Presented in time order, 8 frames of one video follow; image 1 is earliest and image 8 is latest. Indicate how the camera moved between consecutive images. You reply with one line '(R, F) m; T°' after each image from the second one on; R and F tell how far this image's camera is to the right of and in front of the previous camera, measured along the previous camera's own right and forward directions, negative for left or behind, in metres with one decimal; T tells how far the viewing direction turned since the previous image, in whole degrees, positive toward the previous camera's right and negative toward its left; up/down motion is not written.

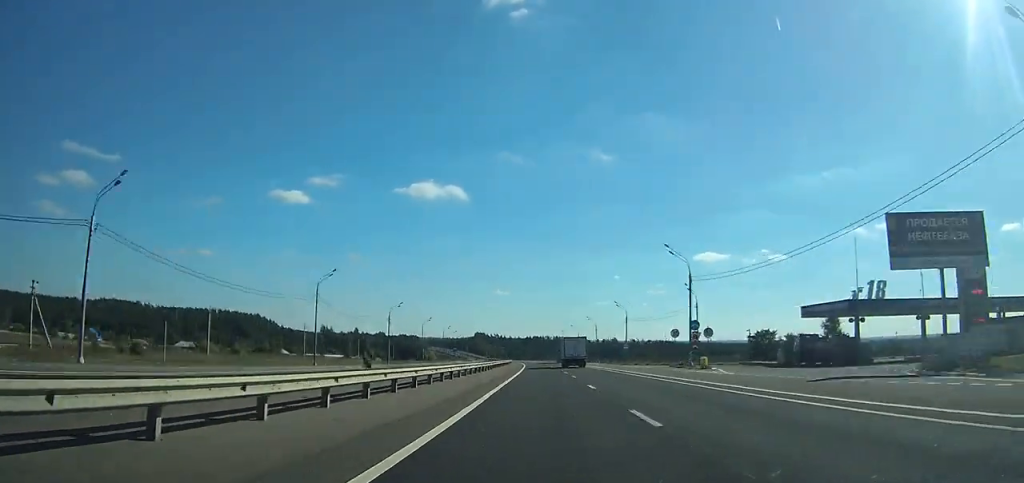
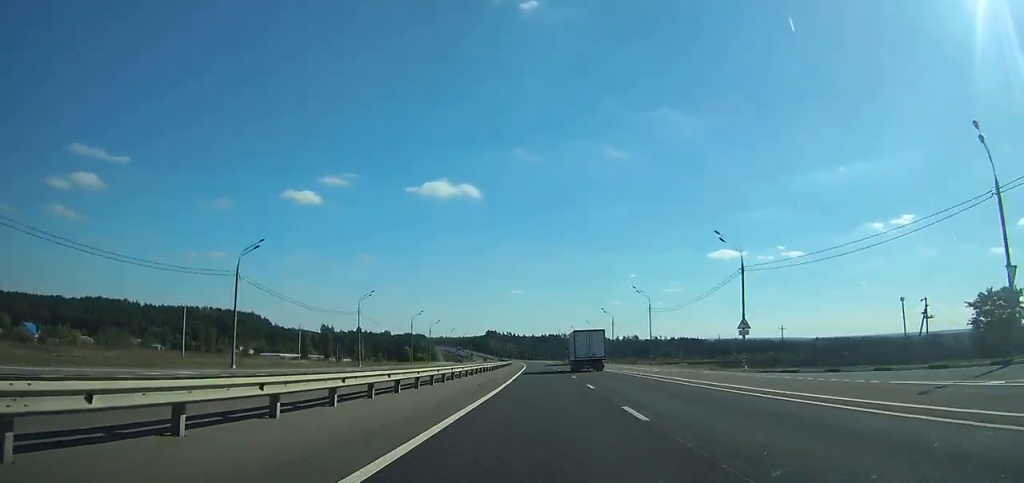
(-1.0, +59.2) m; -2°
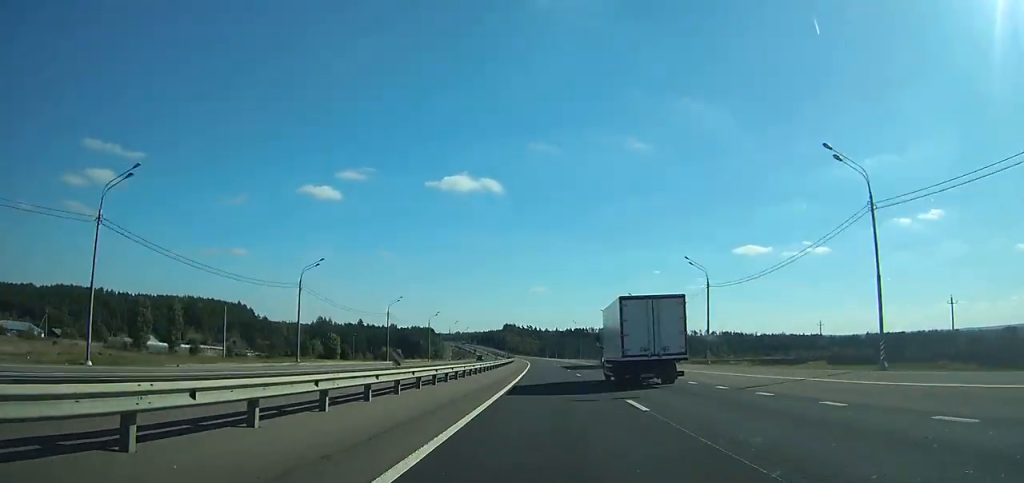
(-1.9, +93.2) m; -2°
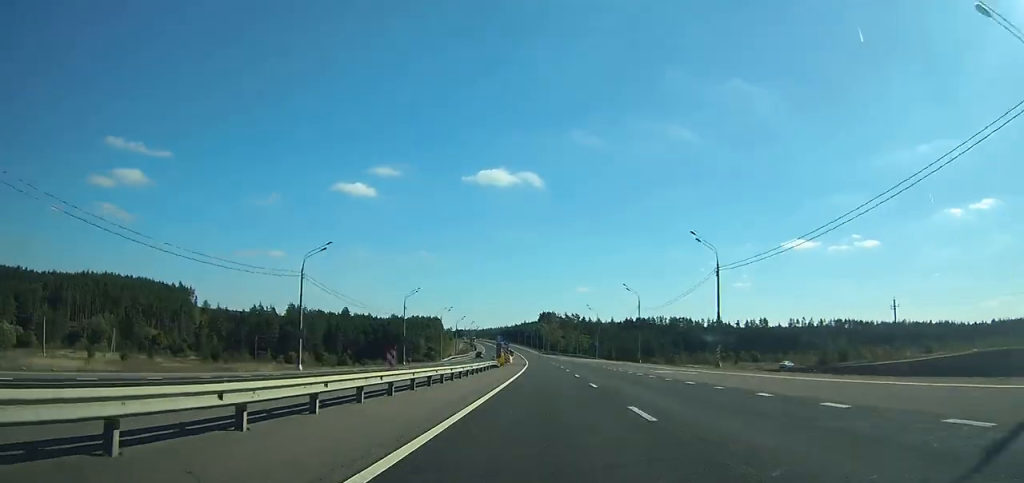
(-6.8, +191.8) m; -4°
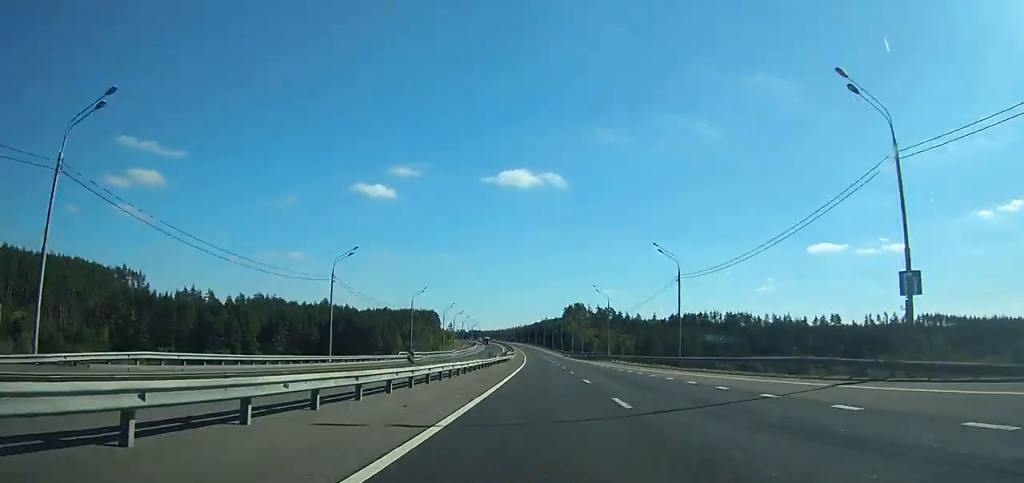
(-2.2, +107.9) m; -2°
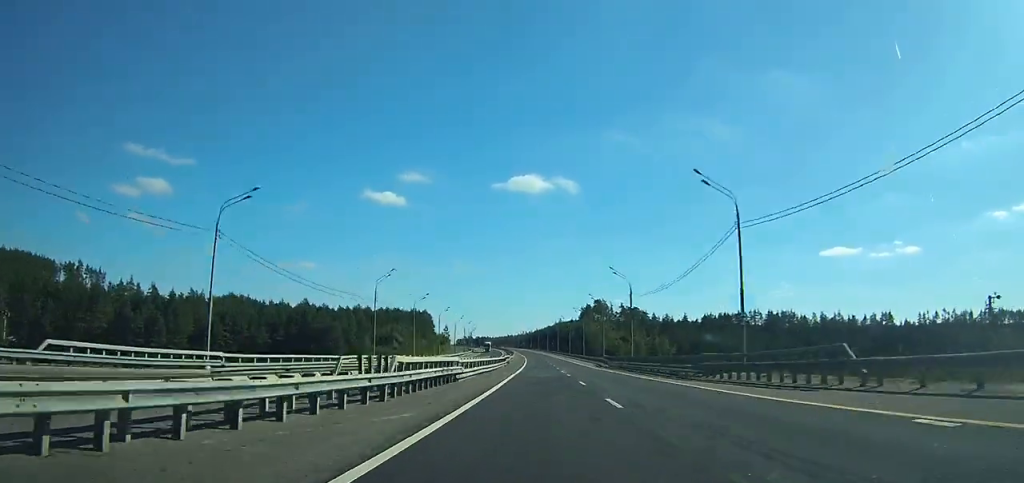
(-0.7, +60.8) m; -1°
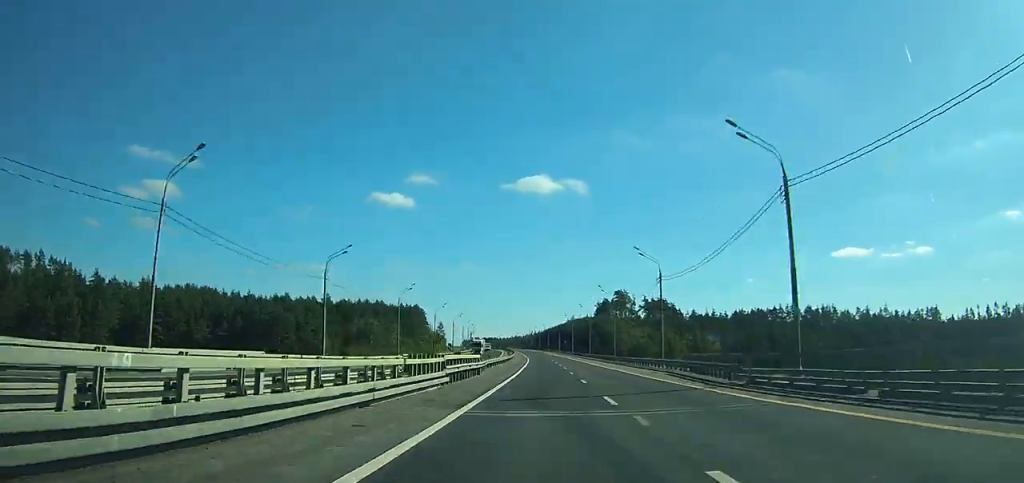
(-0.1, +44.3) m; -1°
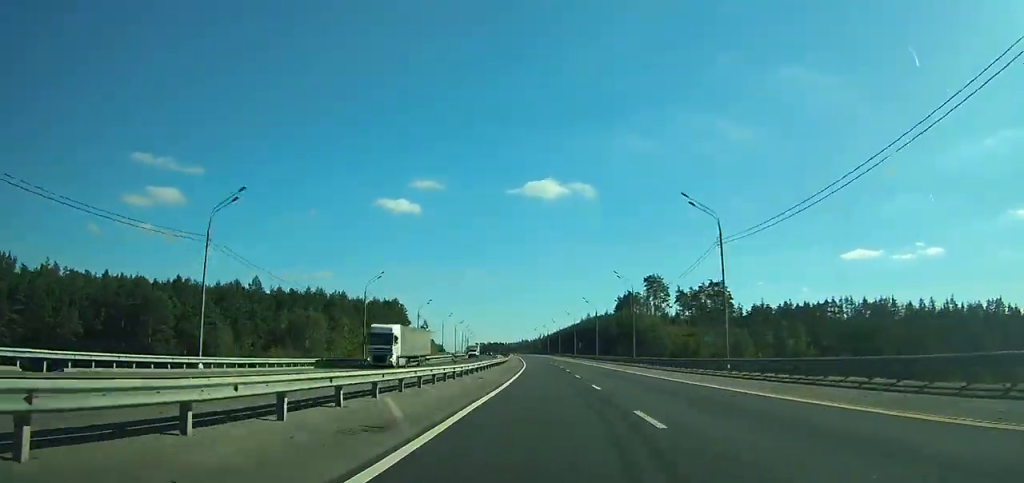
(-0.8, +52.9) m; -1°
